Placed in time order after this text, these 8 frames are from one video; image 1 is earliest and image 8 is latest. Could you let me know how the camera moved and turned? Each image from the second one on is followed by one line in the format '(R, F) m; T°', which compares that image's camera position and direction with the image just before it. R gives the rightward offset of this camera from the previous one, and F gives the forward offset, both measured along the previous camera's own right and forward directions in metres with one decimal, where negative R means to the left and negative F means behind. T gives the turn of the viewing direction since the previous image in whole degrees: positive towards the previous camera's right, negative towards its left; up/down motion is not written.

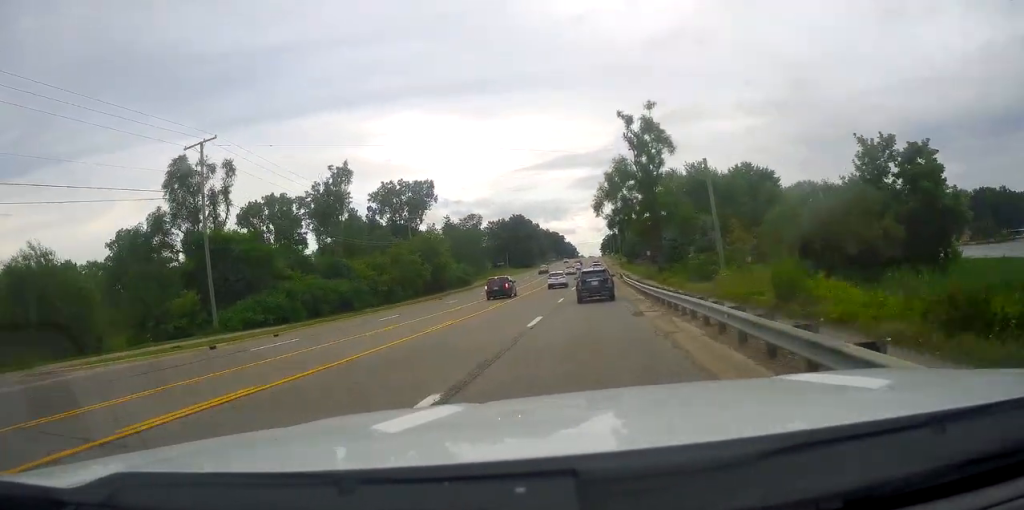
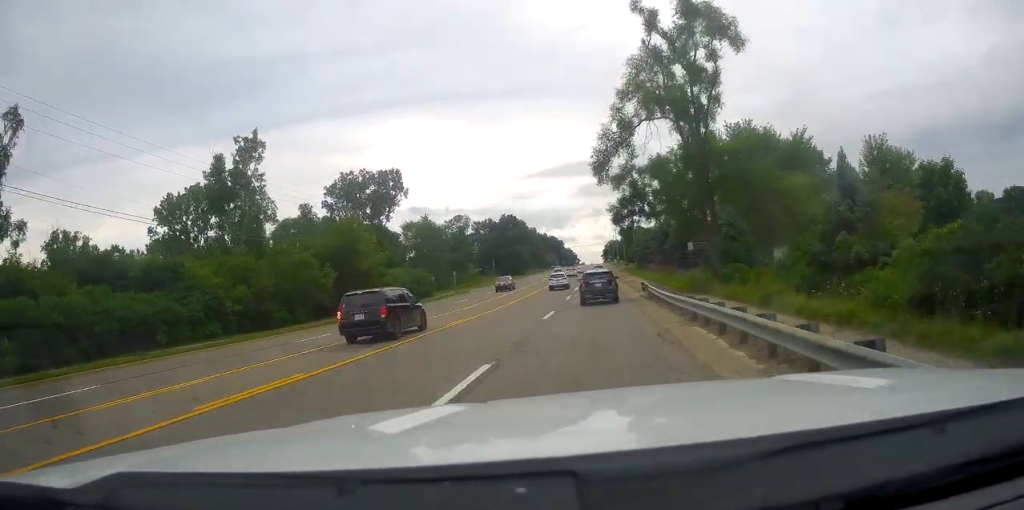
(0.0, +27.0) m; +2°
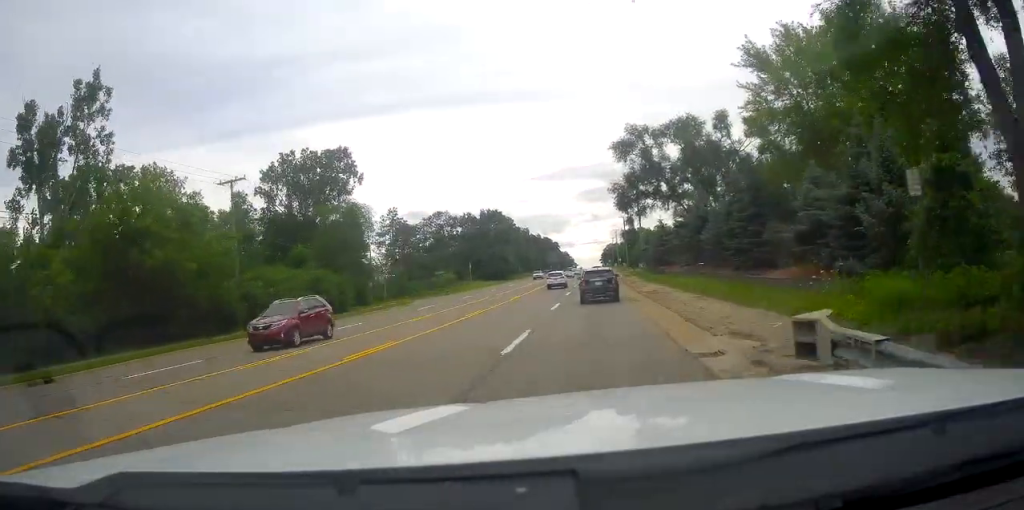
(+0.7, +25.9) m; 0°
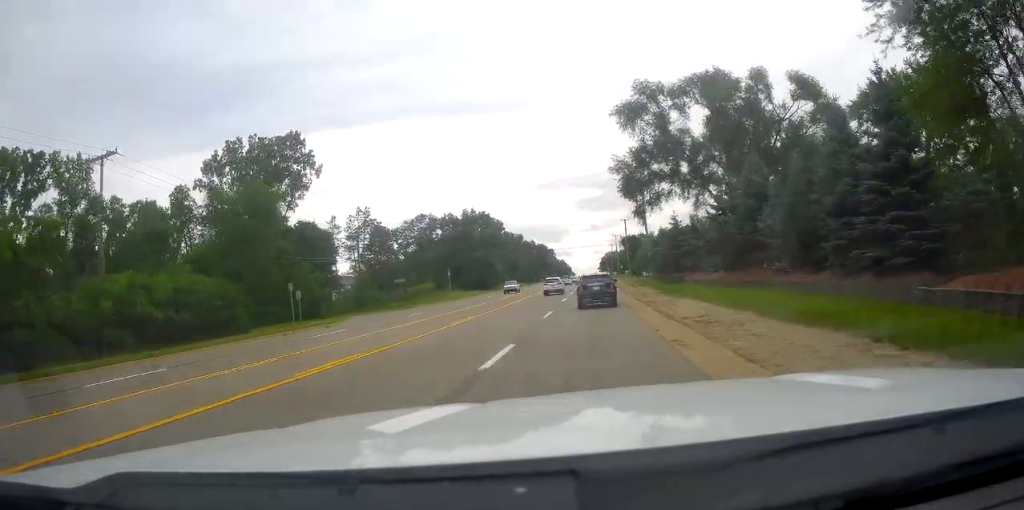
(-0.4, +16.9) m; -1°
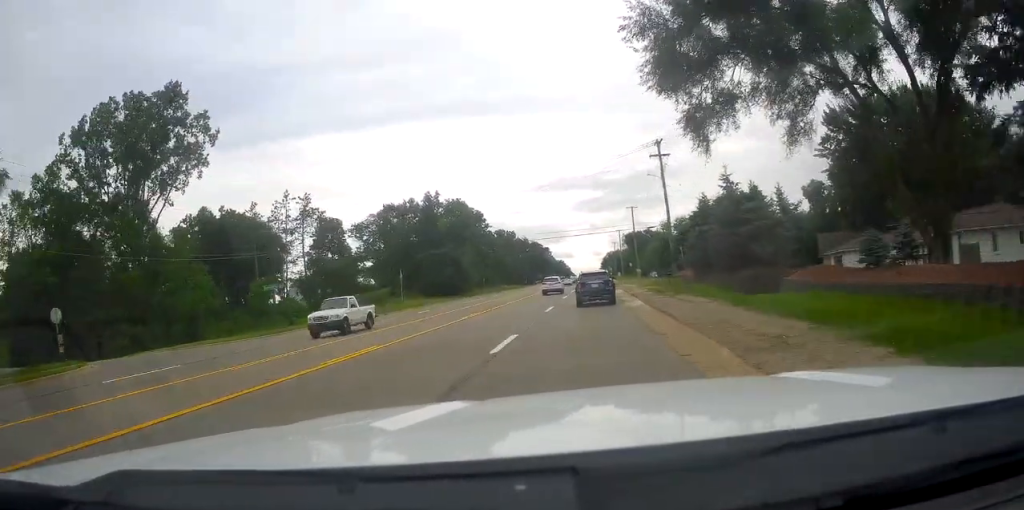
(0.0, +28.0) m; 0°
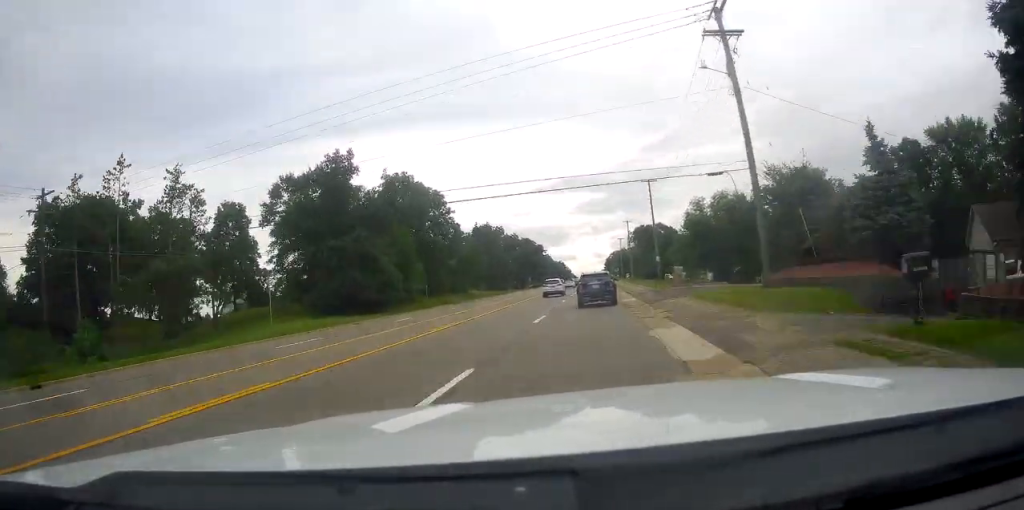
(+0.5, +35.9) m; +1°
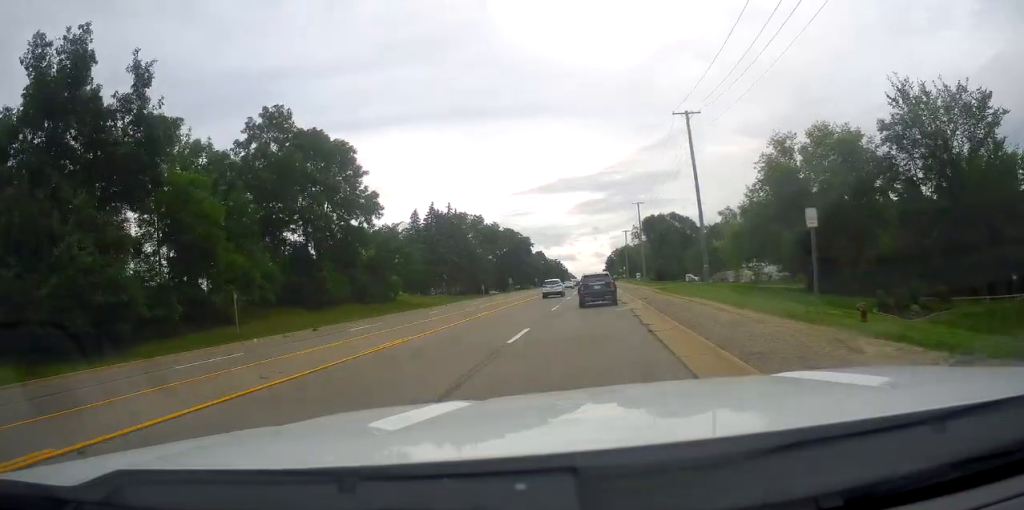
(-0.8, +37.2) m; -3°
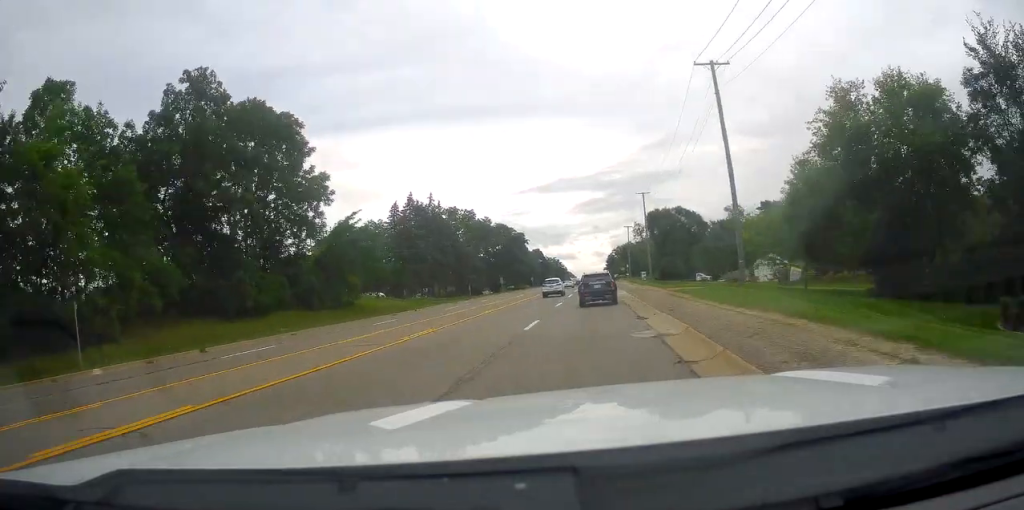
(-0.4, +11.9) m; +1°
